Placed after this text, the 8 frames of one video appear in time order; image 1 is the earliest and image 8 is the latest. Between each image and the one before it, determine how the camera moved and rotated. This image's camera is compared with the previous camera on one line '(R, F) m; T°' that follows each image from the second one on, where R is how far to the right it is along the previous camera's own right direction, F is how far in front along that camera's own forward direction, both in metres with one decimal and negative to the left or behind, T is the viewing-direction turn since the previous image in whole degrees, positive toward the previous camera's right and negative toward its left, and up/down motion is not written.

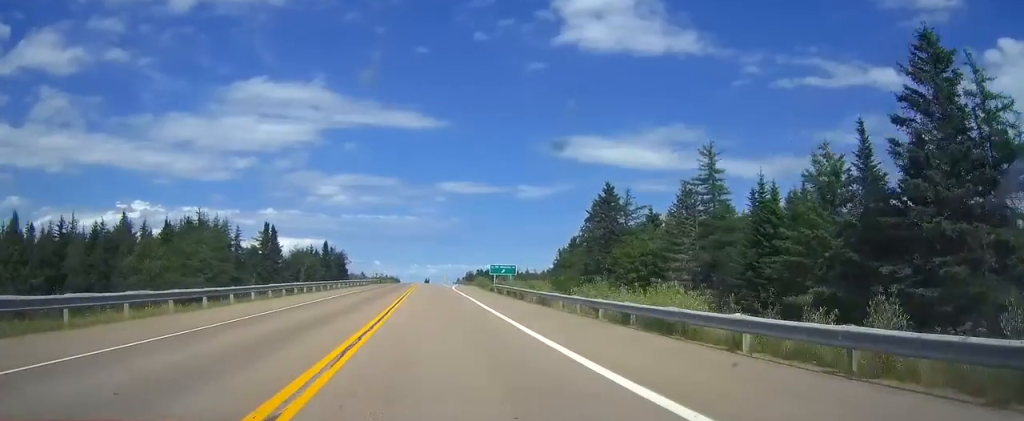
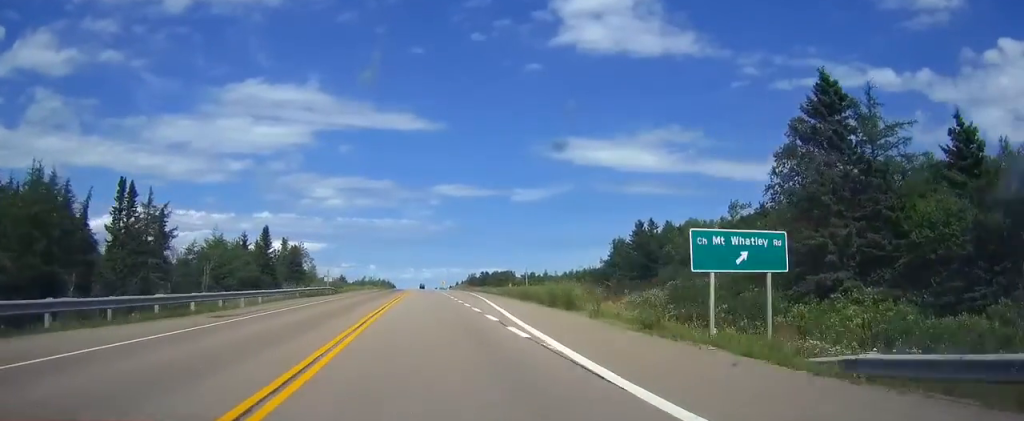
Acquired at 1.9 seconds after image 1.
(+0.2, +57.2) m; 0°
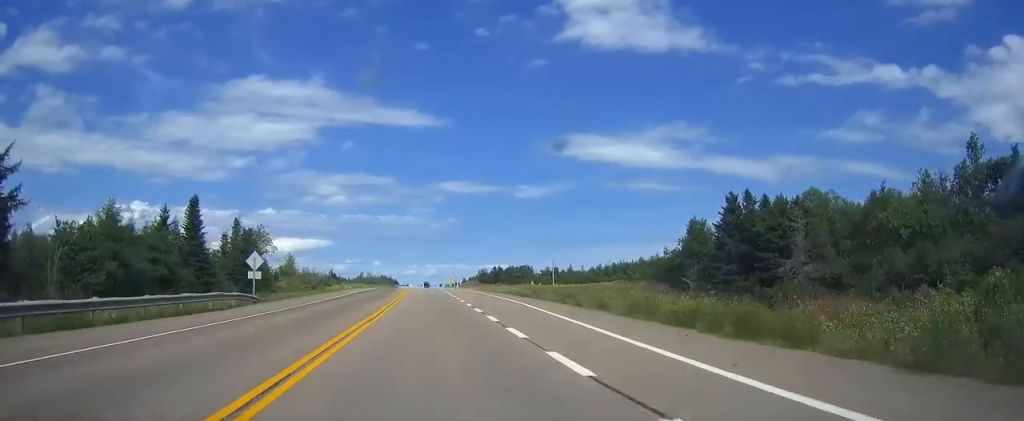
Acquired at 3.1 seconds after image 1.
(0.0, +35.7) m; 0°
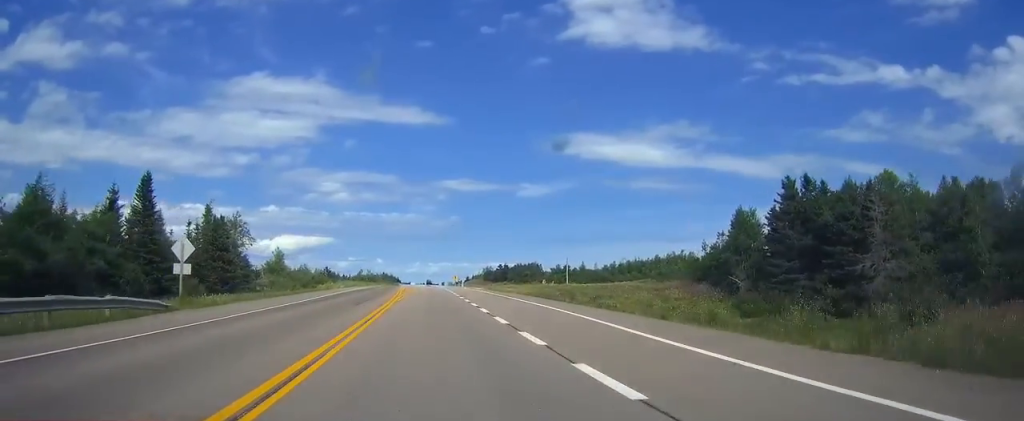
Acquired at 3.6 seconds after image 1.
(0.0, +13.9) m; 0°
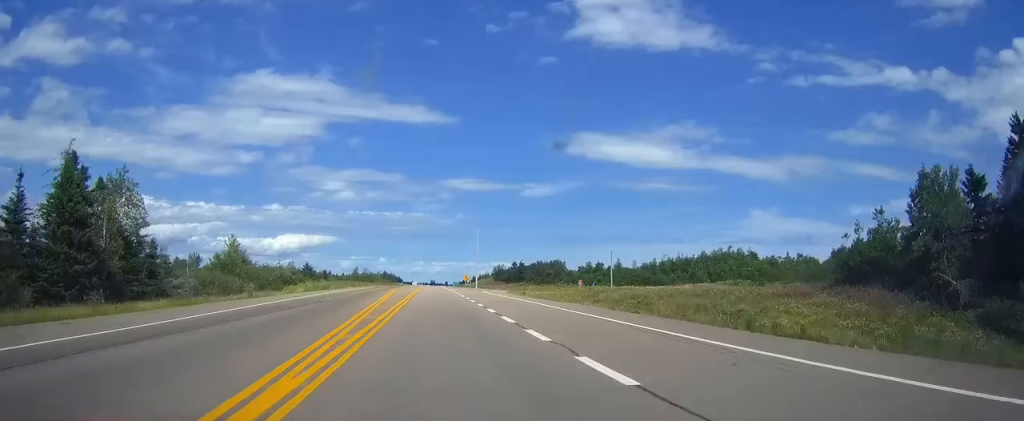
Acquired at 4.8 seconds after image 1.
(0.0, +34.8) m; 0°
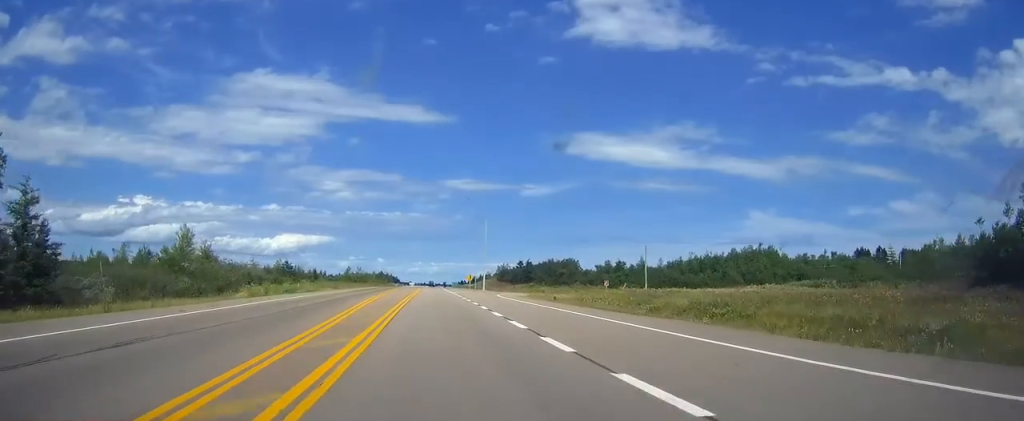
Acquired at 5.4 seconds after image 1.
(0.0, +19.9) m; 0°
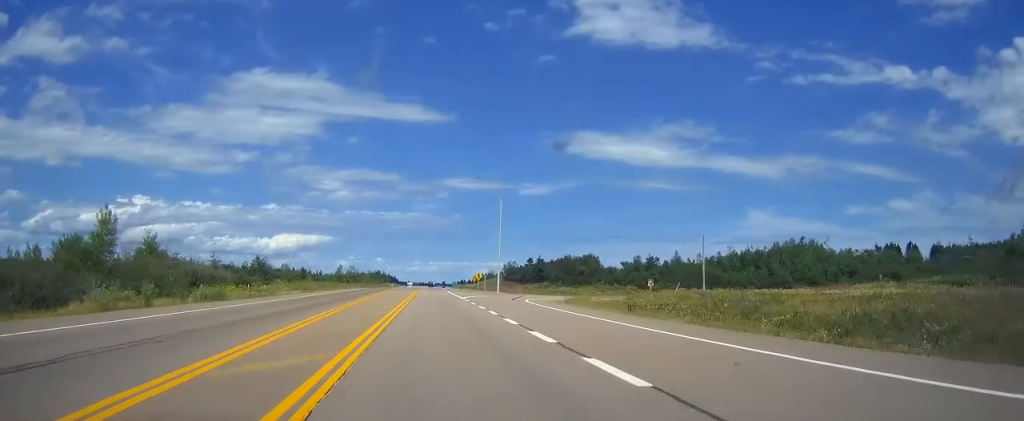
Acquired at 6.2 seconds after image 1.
(0.0, +21.9) m; 0°
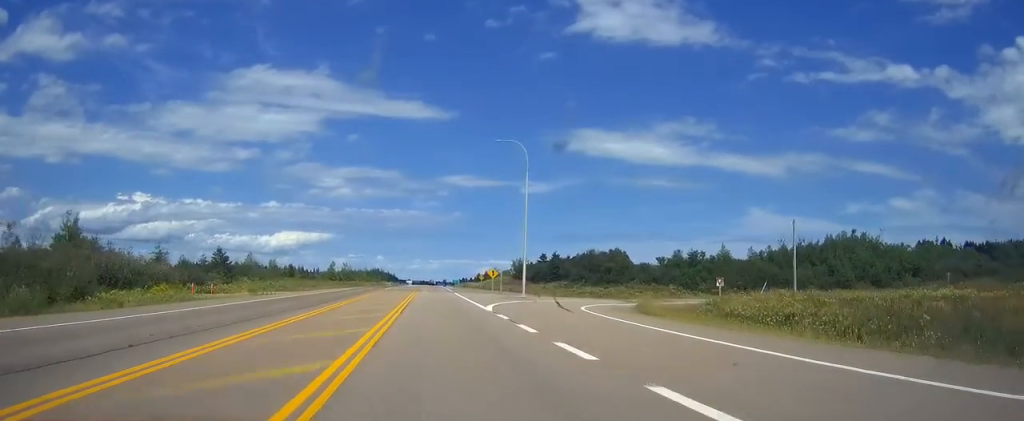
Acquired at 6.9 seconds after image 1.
(0.0, +20.9) m; 0°
